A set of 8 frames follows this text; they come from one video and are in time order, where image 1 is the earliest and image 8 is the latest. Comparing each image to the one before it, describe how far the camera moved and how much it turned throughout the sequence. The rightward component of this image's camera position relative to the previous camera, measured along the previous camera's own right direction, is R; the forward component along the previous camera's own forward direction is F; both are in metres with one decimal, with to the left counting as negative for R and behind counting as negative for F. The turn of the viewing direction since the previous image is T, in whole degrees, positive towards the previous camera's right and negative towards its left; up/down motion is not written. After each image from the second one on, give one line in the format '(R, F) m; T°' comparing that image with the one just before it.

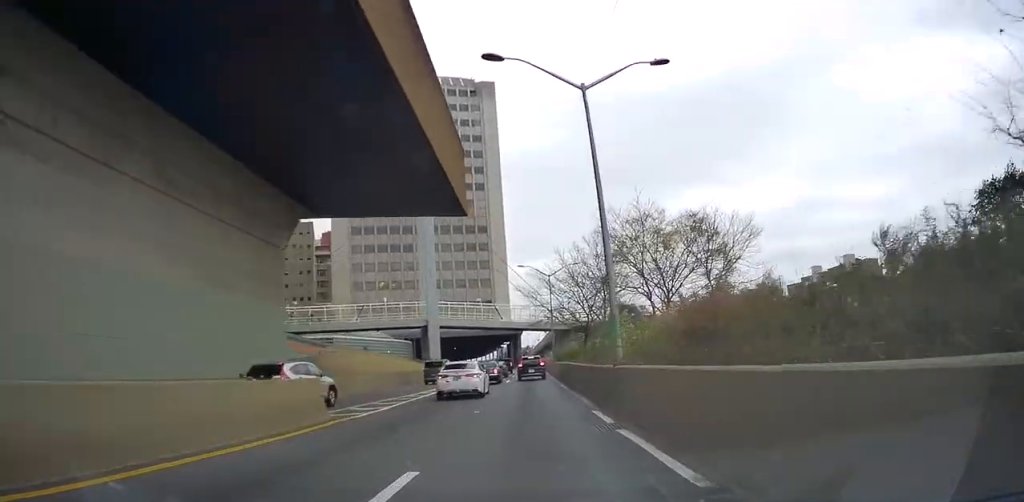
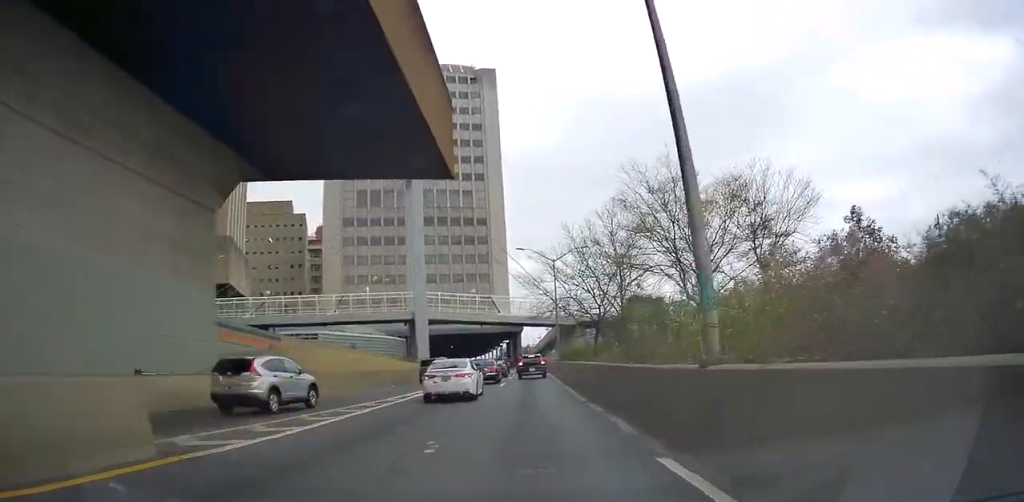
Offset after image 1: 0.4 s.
(+0.3, +7.9) m; +1°
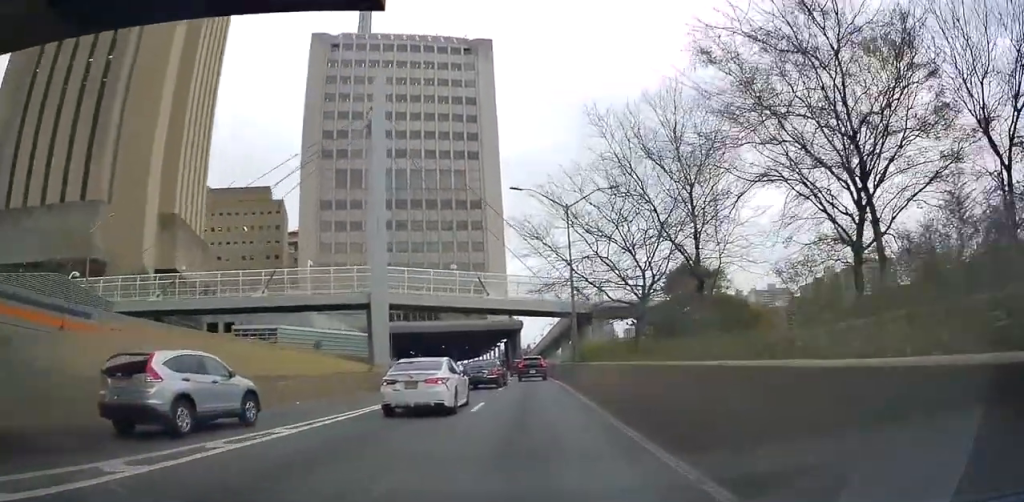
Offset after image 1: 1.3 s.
(-0.3, +16.9) m; -1°
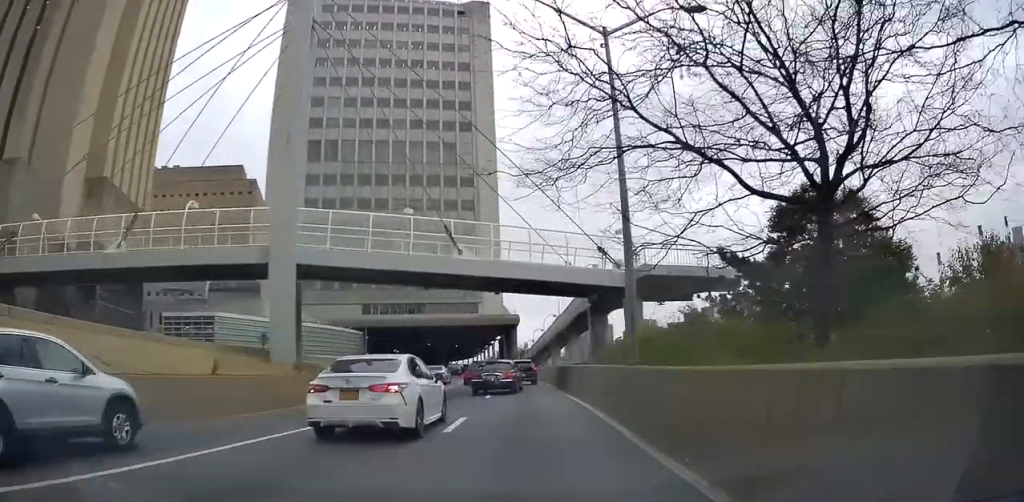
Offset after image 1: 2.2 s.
(-0.1, +17.6) m; 0°
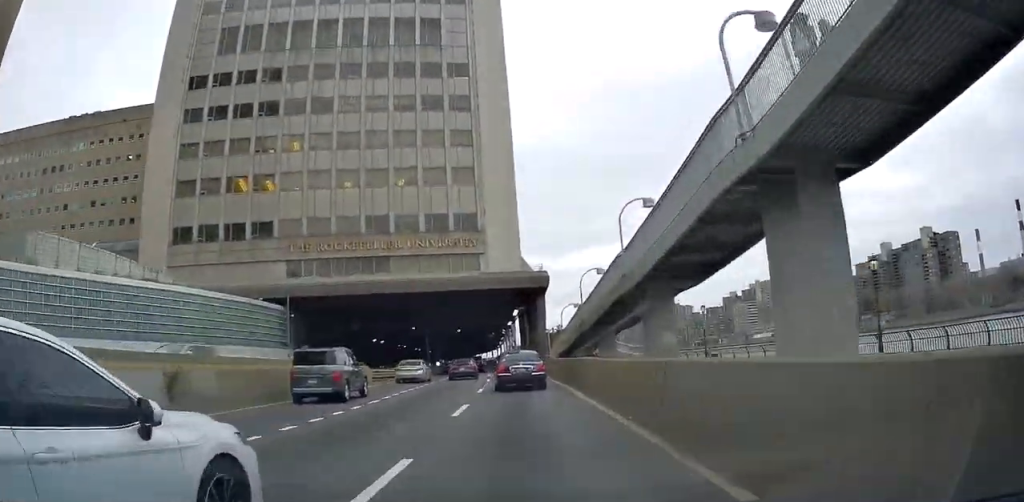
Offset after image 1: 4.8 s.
(+0.1, +44.5) m; 0°
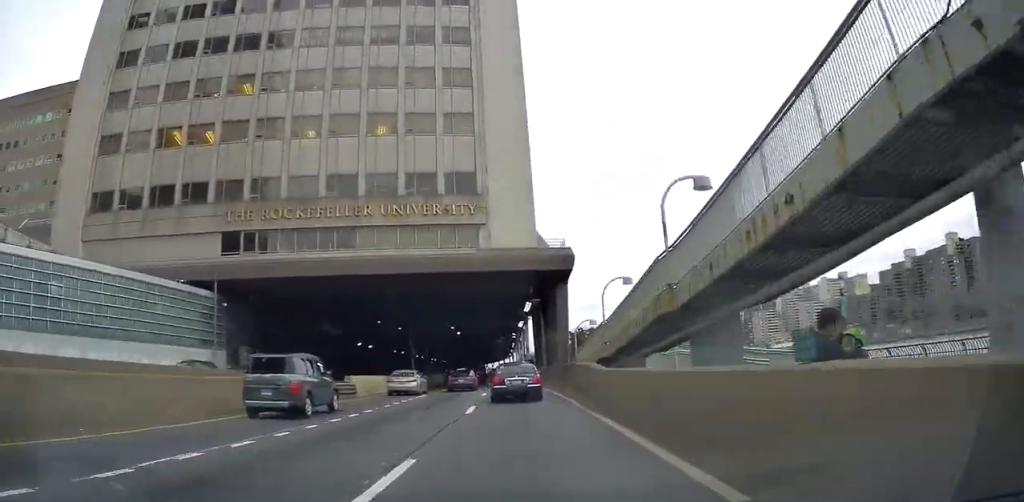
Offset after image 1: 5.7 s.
(-0.2, +16.1) m; -4°
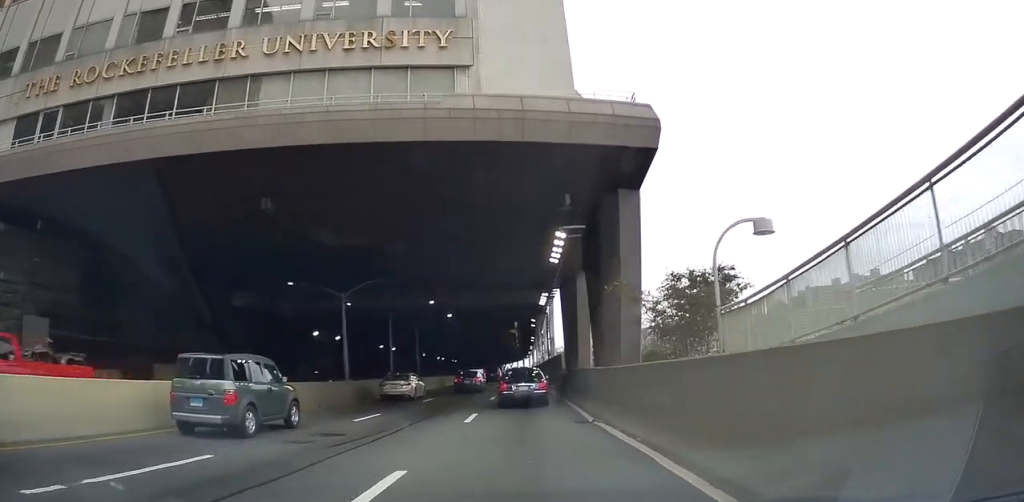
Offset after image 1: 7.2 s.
(-1.2, +23.9) m; -2°
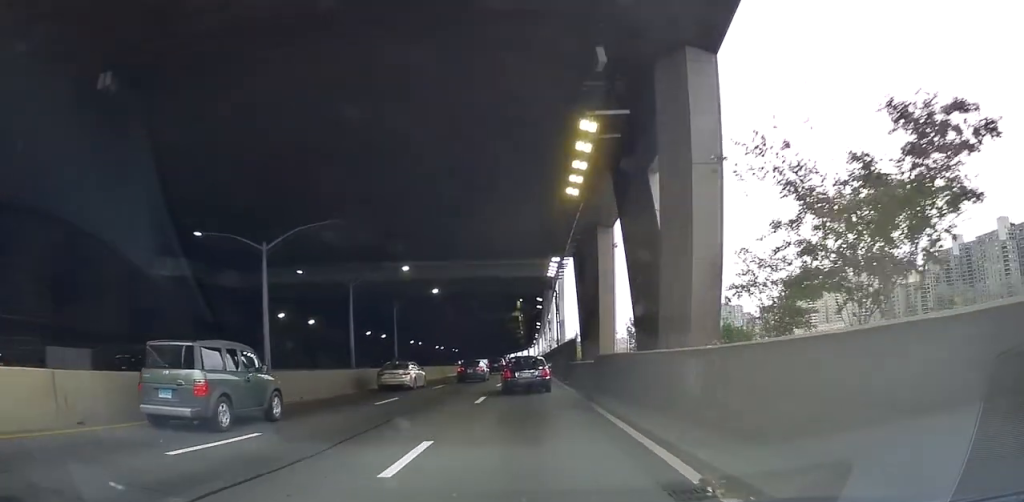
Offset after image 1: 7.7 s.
(0.0, +9.8) m; 0°
